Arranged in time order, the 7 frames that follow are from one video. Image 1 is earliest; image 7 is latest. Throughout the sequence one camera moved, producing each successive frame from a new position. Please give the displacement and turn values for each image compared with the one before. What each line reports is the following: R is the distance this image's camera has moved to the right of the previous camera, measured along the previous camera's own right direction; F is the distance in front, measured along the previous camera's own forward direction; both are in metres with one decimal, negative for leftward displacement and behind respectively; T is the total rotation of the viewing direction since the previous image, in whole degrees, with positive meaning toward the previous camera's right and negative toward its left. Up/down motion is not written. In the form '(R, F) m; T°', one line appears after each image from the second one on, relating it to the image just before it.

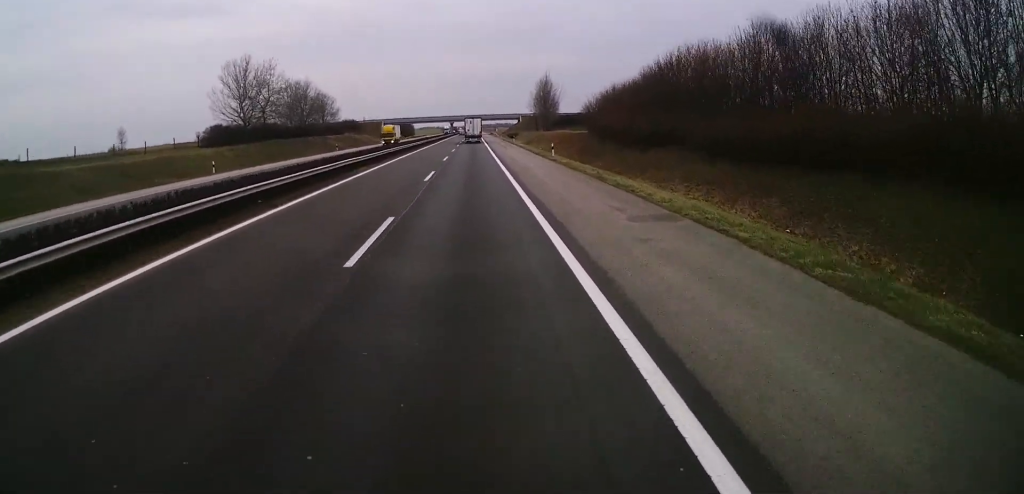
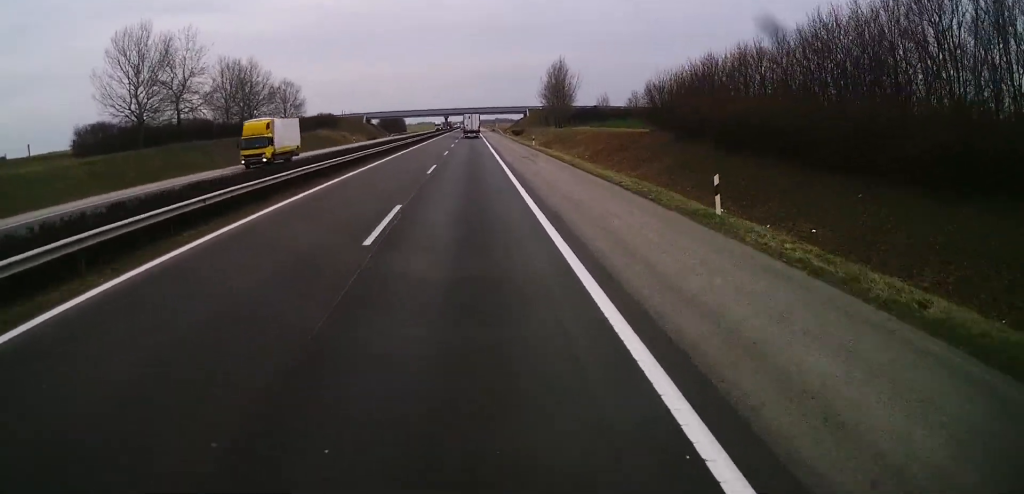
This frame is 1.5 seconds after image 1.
(+0.3, +34.1) m; +1°
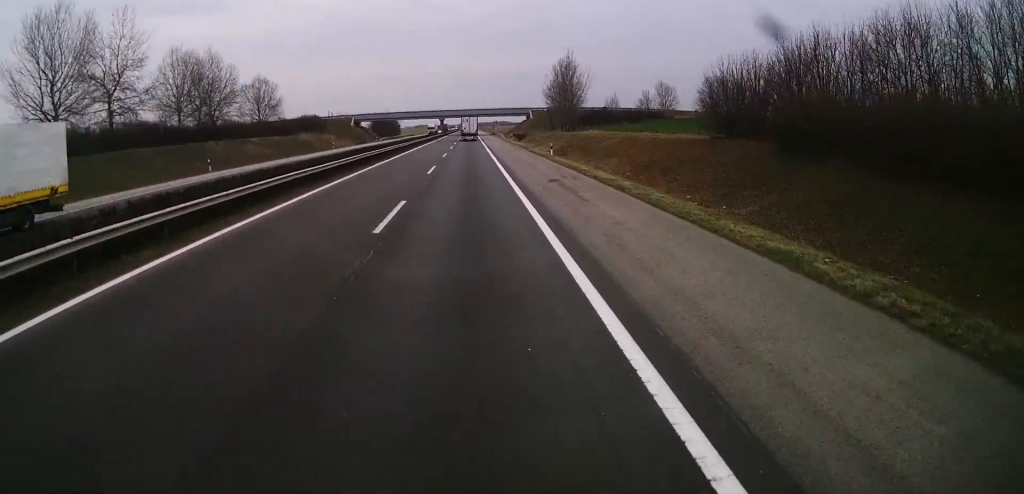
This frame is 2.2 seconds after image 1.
(0.0, +16.3) m; 0°
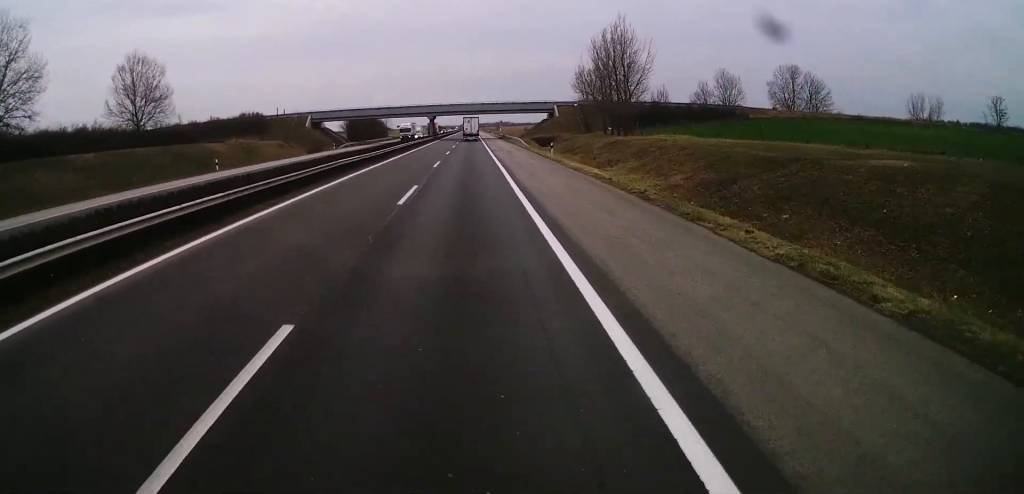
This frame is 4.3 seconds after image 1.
(0.0, +48.8) m; 0°
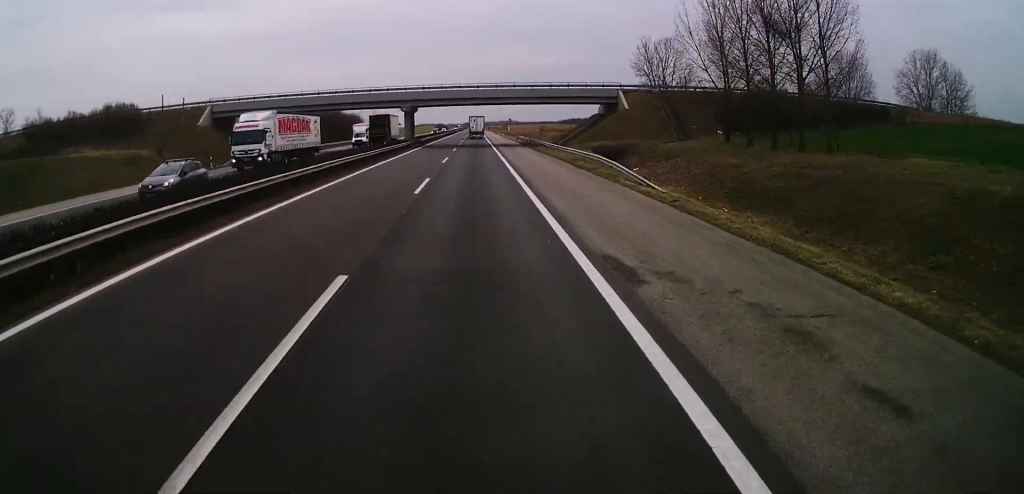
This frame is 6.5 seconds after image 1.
(-0.4, +51.6) m; 0°
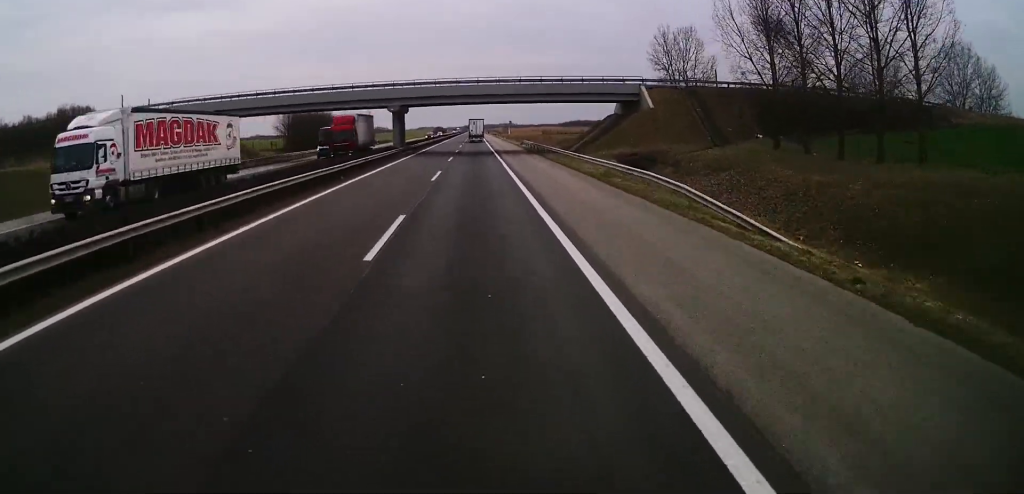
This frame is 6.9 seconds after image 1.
(+0.1, +10.0) m; 0°
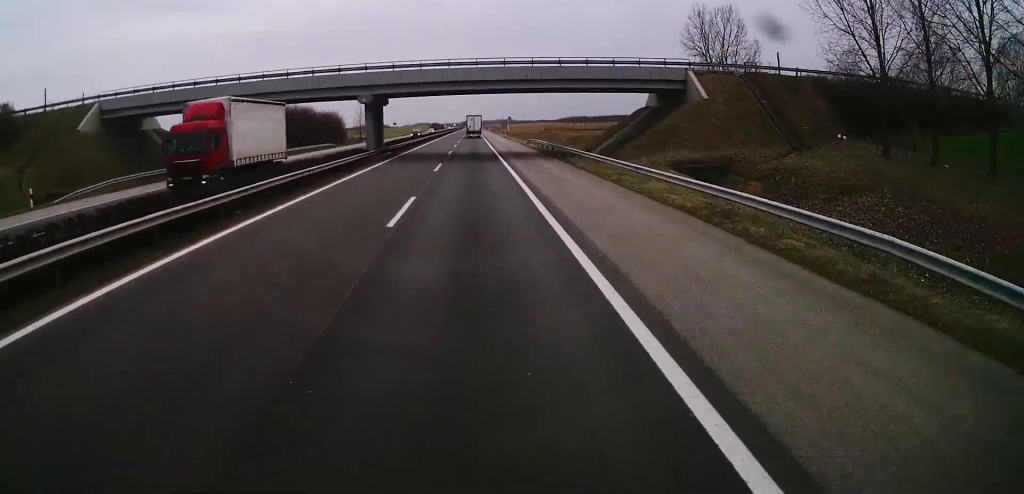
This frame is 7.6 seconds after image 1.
(+0.1, +14.6) m; 0°
